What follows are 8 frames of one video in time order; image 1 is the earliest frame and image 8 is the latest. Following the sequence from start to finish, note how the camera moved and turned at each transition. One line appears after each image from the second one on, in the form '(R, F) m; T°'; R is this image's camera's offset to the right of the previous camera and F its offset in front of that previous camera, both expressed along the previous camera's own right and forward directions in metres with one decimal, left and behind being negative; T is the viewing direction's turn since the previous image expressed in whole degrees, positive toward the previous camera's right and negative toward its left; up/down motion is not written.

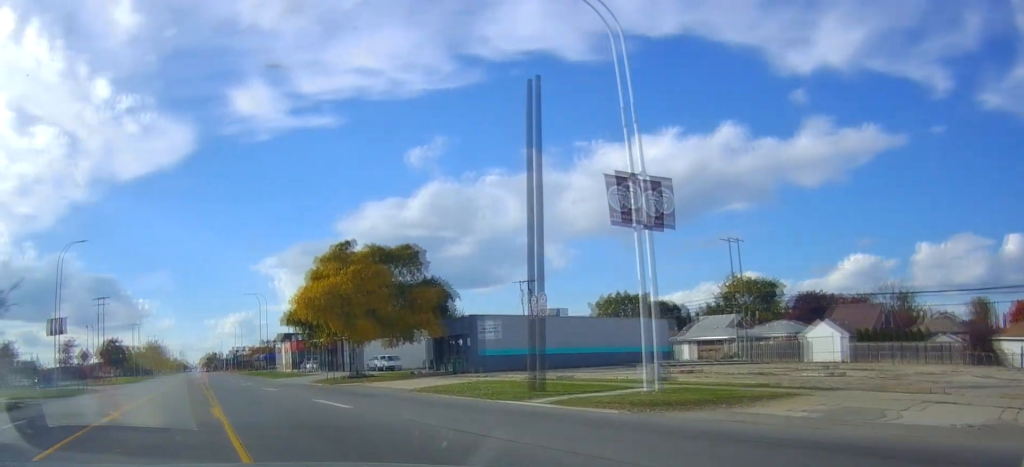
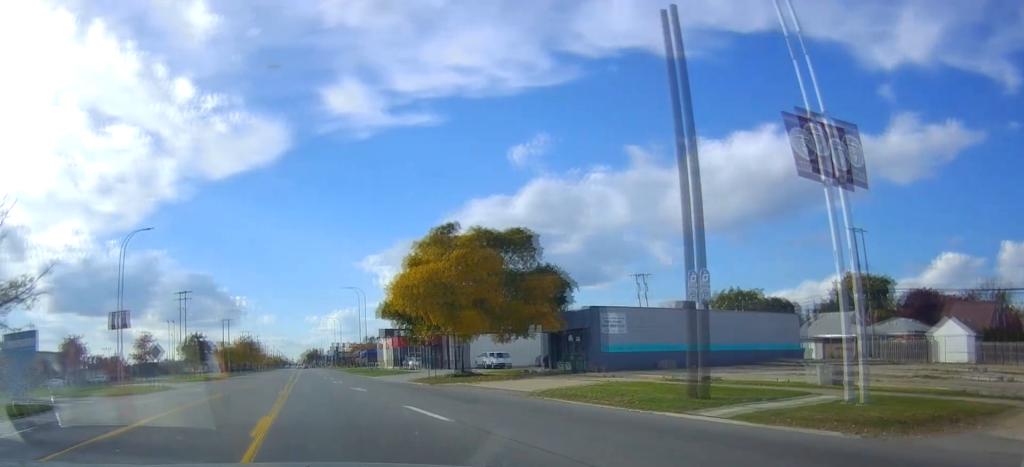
(-0.5, +4.3) m; -9°
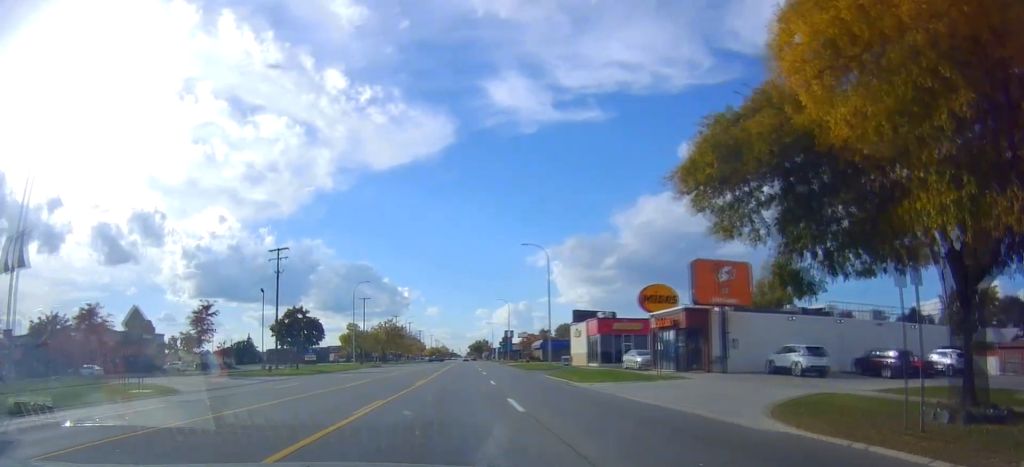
(-9.2, +23.8) m; -32°
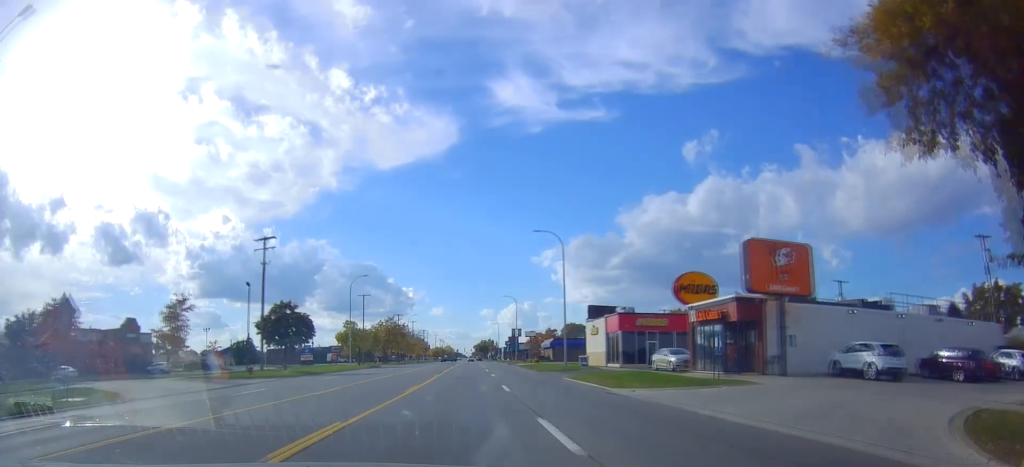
(-0.3, +5.9) m; 0°
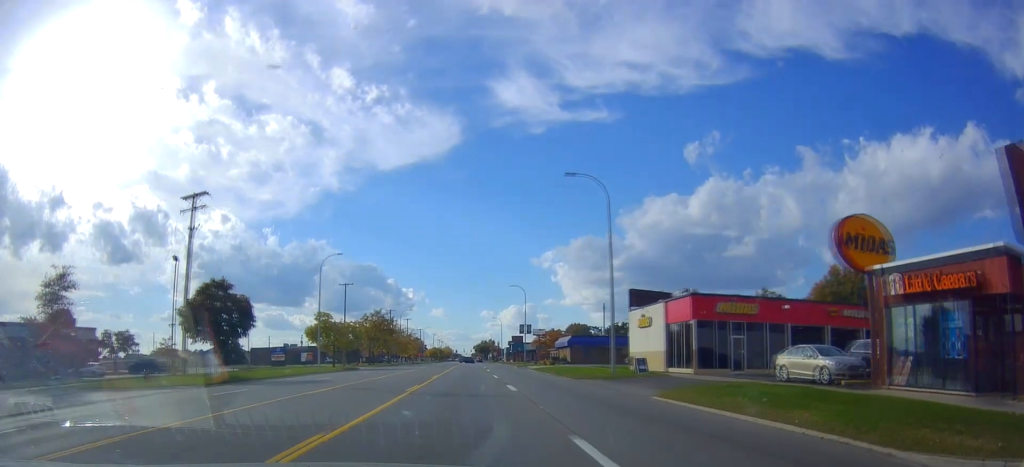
(+0.2, +15.9) m; +2°
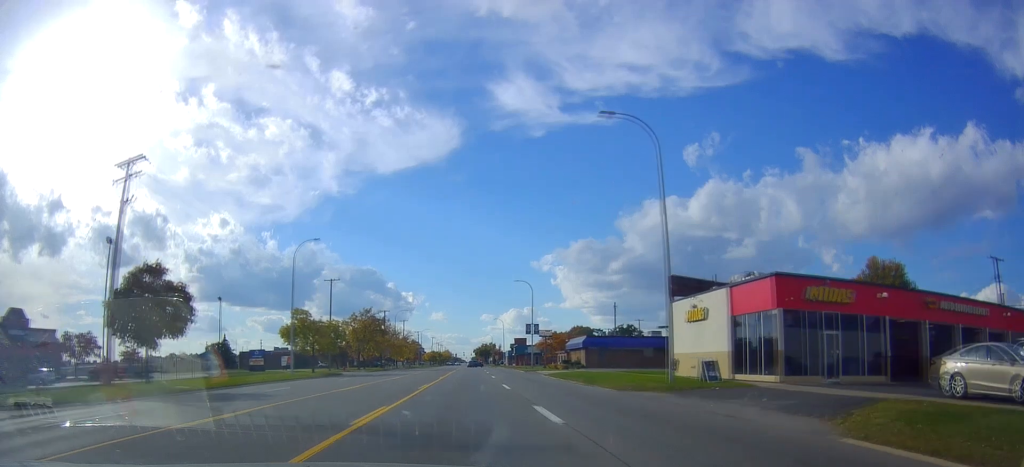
(+0.1, +9.8) m; +1°
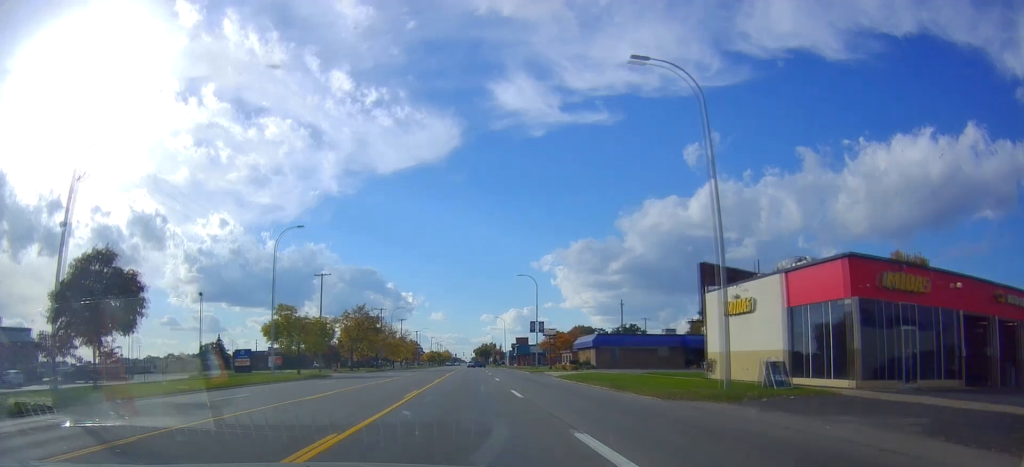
(0.0, +5.4) m; 0°
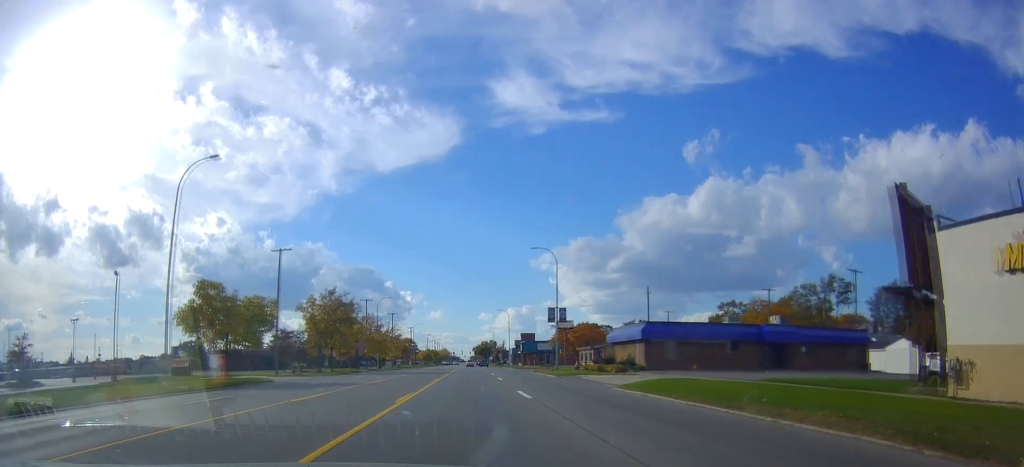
(0.0, +17.5) m; 0°
